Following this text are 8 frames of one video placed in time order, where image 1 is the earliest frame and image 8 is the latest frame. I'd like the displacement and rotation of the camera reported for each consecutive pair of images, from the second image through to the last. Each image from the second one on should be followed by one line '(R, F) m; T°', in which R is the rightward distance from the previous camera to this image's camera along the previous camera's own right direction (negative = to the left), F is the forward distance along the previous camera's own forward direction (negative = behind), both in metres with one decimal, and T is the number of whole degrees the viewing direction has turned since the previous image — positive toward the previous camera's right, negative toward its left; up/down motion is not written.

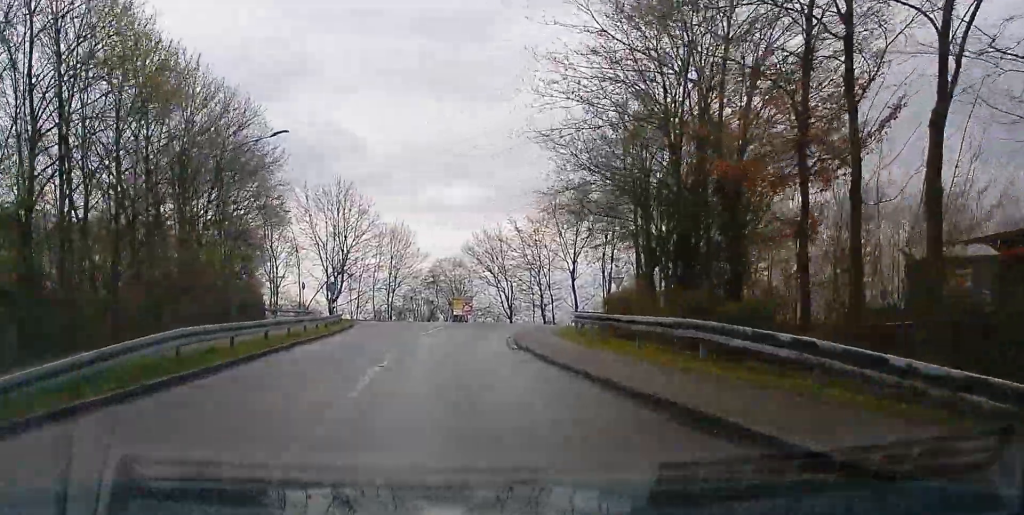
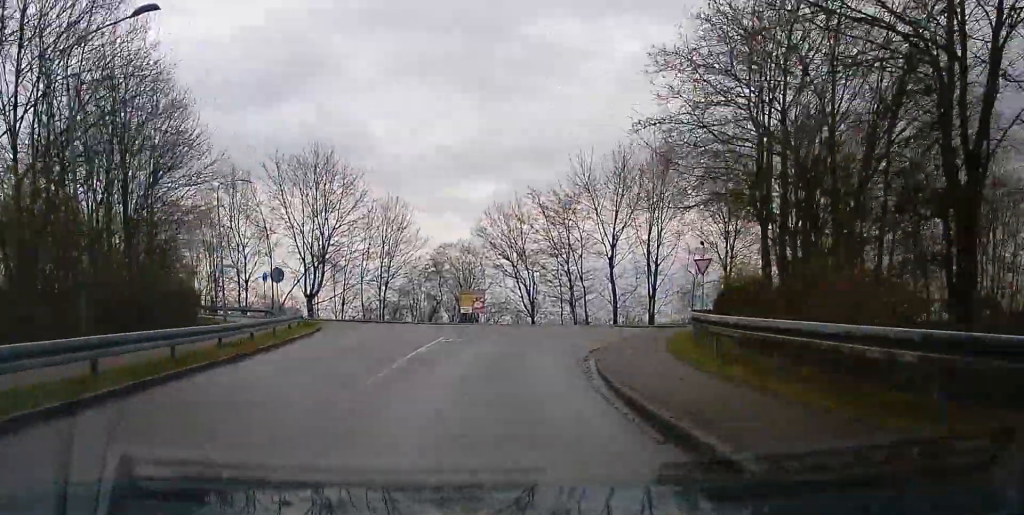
(-0.6, +11.9) m; 0°
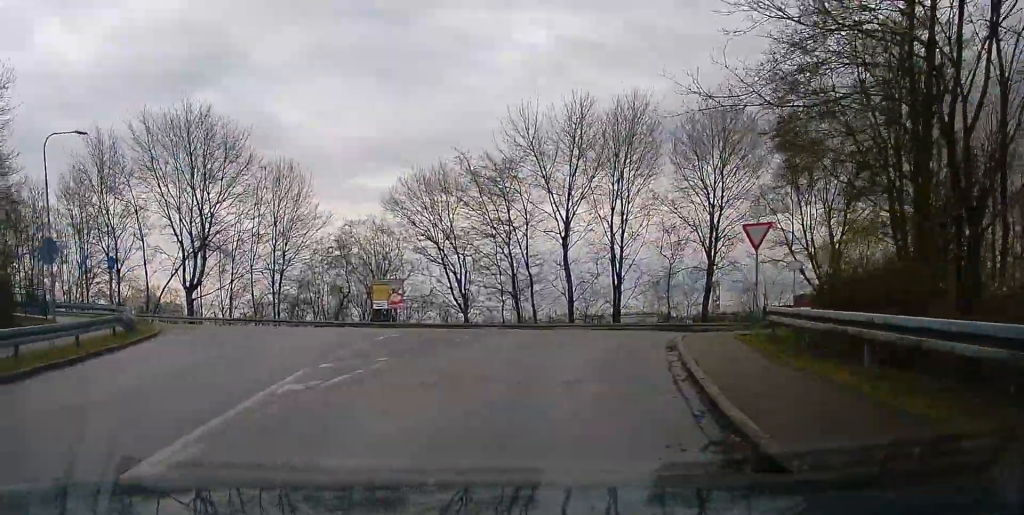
(0.0, +10.2) m; +5°
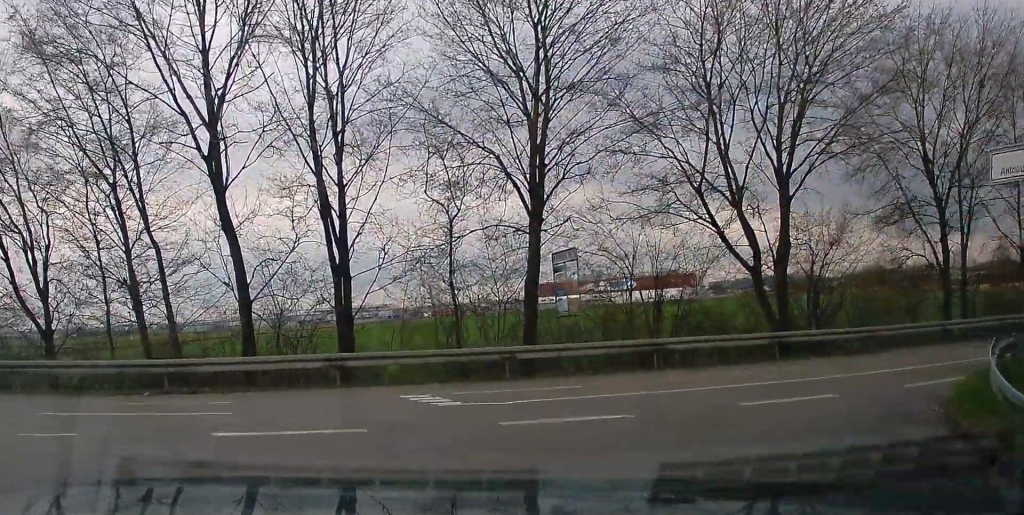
(+4.9, +25.0) m; +36°
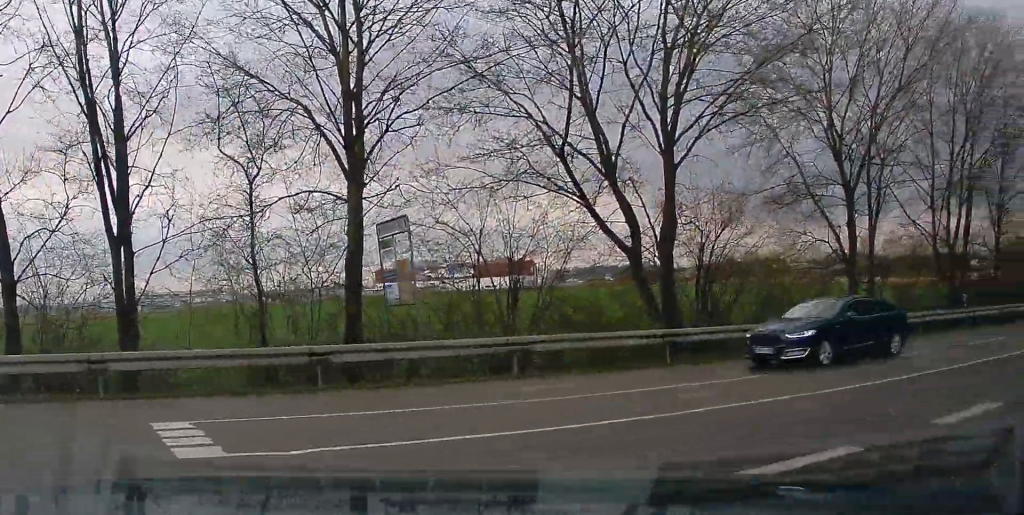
(+2.1, +6.9) m; +21°
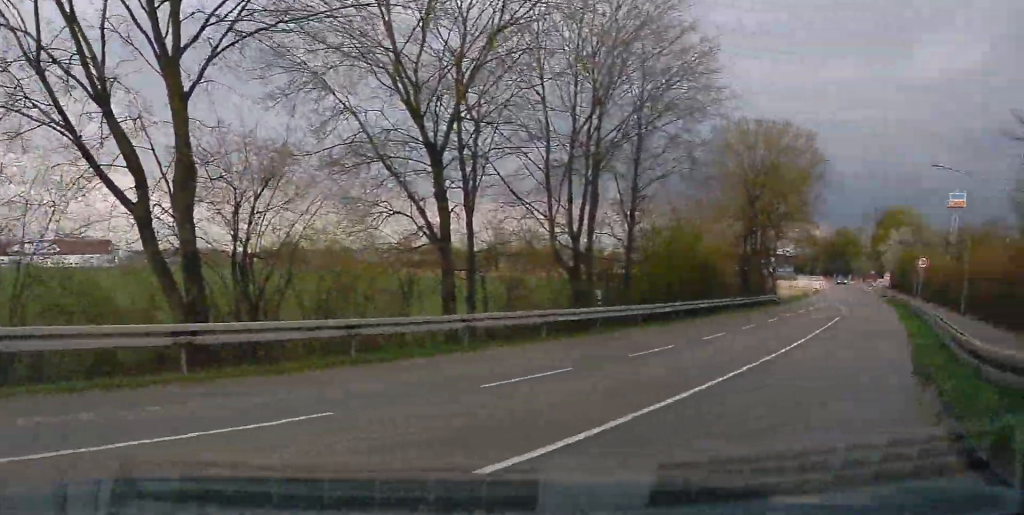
(+1.9, +9.1) m; +19°
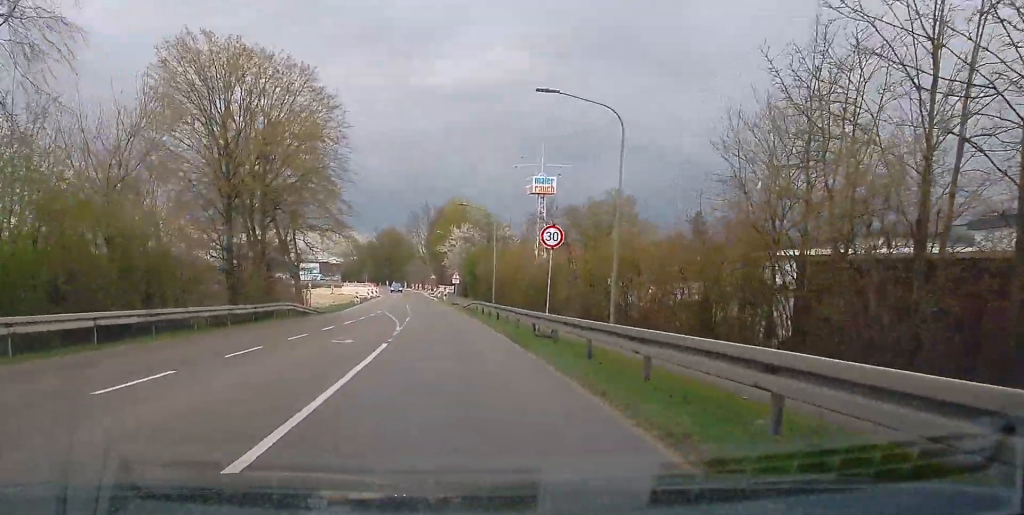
(+3.5, +19.3) m; +11°
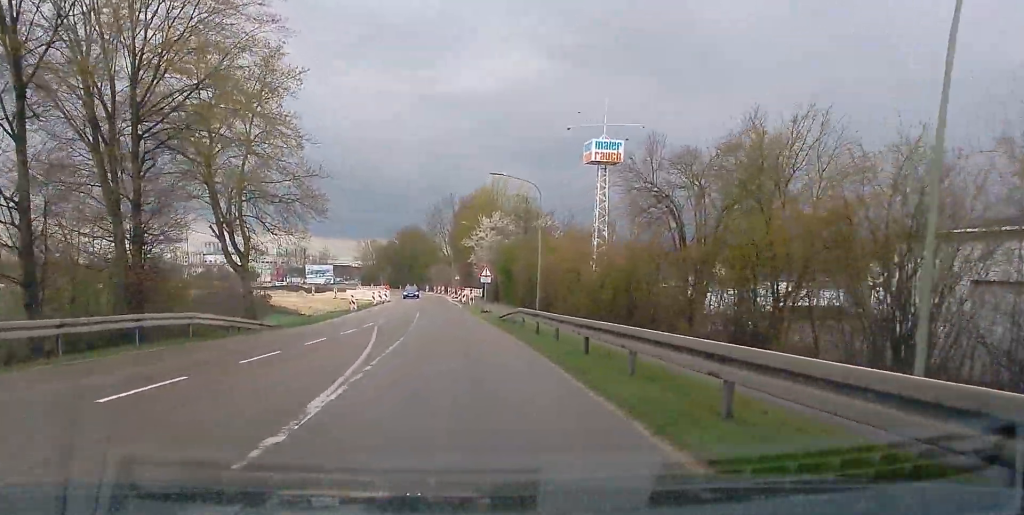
(+0.1, +17.1) m; -1°
